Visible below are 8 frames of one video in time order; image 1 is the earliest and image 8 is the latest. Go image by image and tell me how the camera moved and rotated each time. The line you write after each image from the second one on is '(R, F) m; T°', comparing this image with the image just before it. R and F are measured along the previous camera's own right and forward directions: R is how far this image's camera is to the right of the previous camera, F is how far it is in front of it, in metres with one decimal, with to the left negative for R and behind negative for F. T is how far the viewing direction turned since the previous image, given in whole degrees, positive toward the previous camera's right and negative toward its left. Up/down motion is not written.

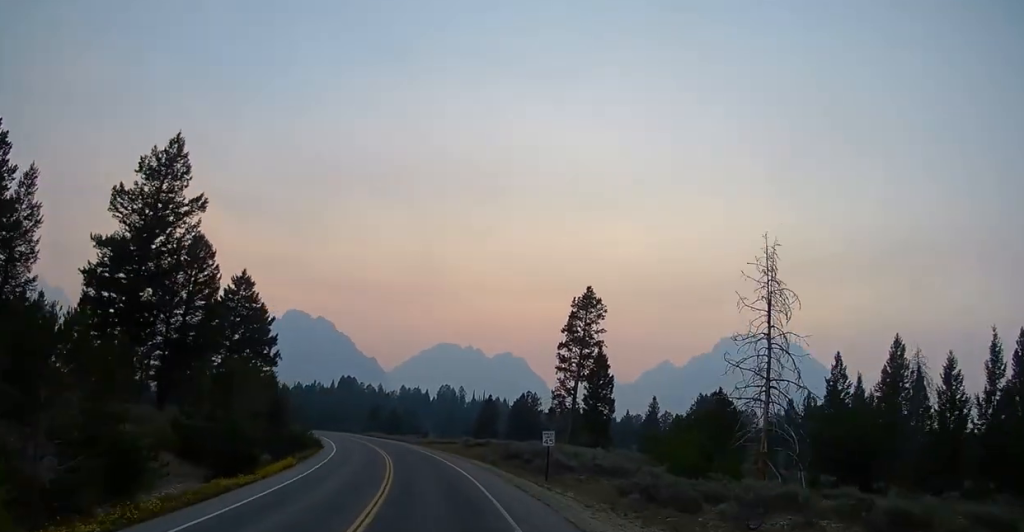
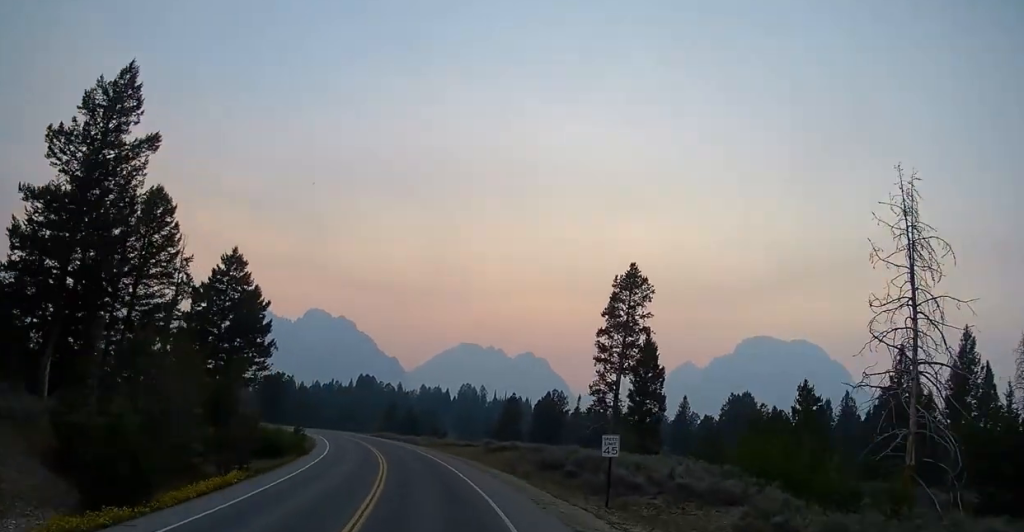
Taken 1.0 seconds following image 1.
(-0.2, +11.4) m; -2°
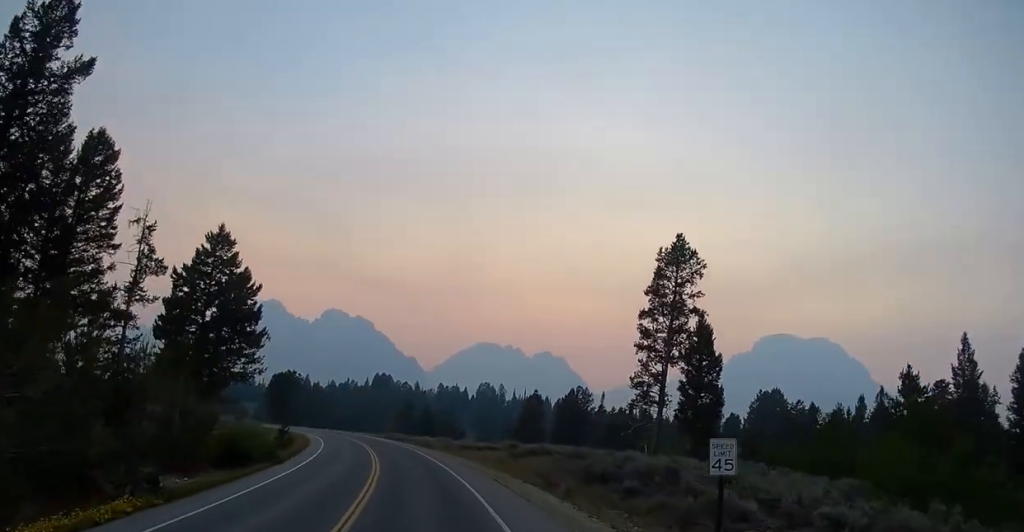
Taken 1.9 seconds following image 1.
(-0.1, +9.5) m; -2°
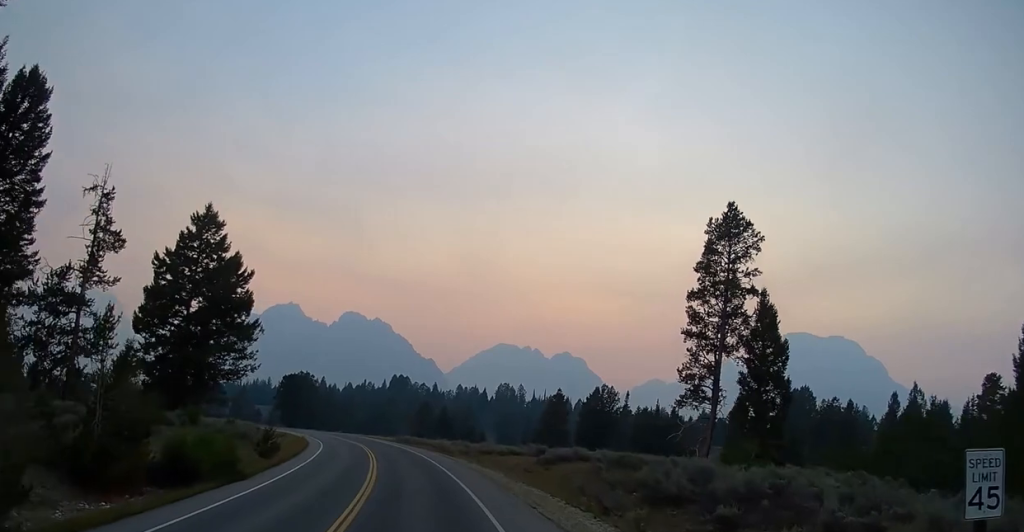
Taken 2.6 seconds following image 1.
(0.0, +7.5) m; -2°
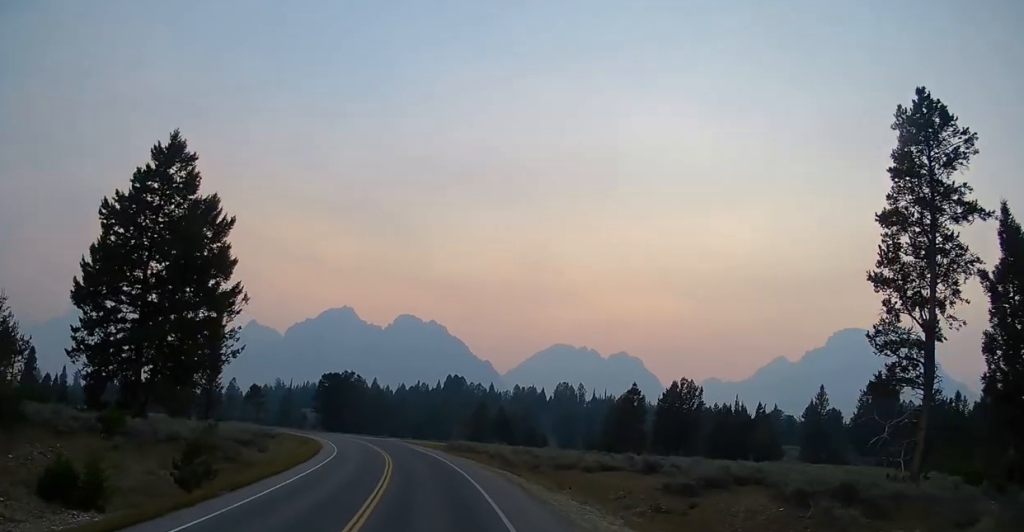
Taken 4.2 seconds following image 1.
(-1.1, +16.5) m; -6°
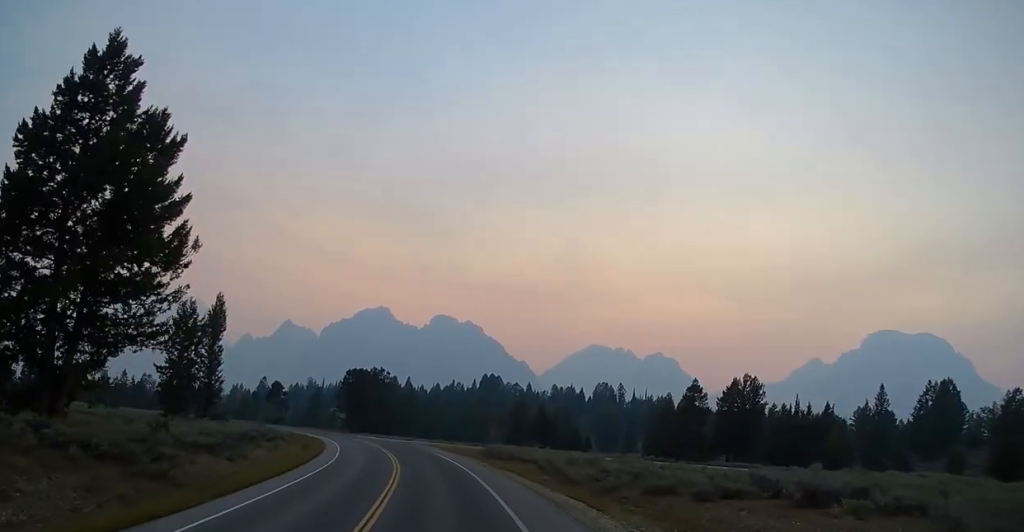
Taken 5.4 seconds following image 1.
(-0.4, +13.4) m; -1°
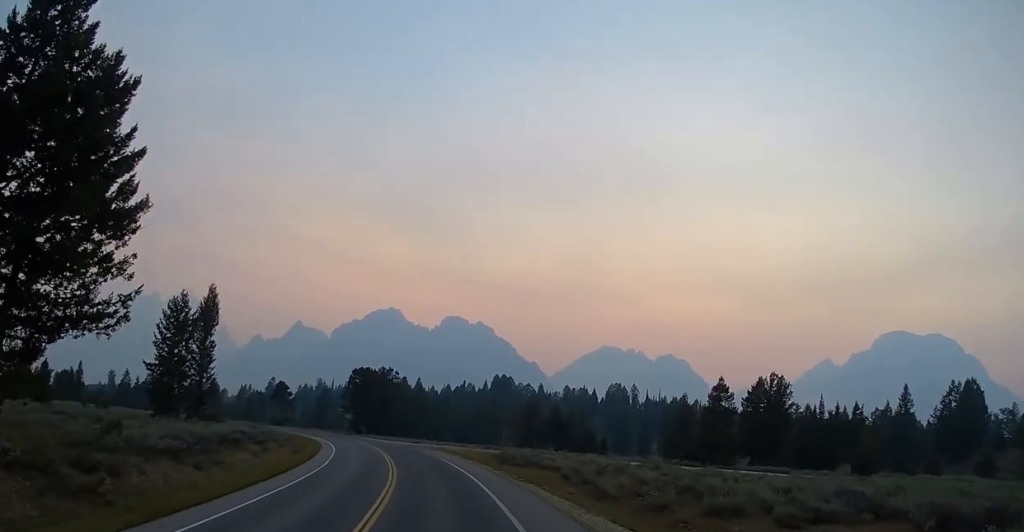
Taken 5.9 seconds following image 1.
(0.0, +6.4) m; 0°
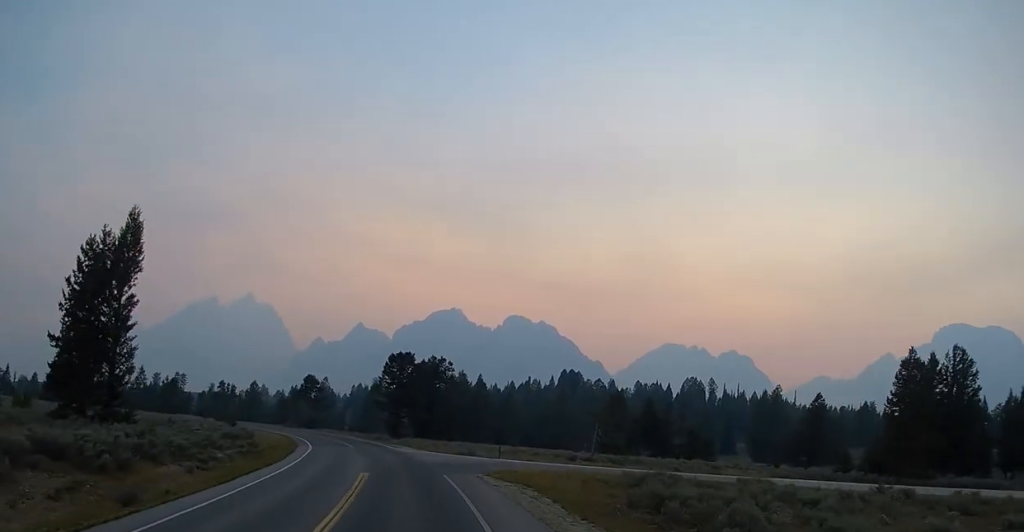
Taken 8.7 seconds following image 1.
(-1.5, +30.7) m; -8°
